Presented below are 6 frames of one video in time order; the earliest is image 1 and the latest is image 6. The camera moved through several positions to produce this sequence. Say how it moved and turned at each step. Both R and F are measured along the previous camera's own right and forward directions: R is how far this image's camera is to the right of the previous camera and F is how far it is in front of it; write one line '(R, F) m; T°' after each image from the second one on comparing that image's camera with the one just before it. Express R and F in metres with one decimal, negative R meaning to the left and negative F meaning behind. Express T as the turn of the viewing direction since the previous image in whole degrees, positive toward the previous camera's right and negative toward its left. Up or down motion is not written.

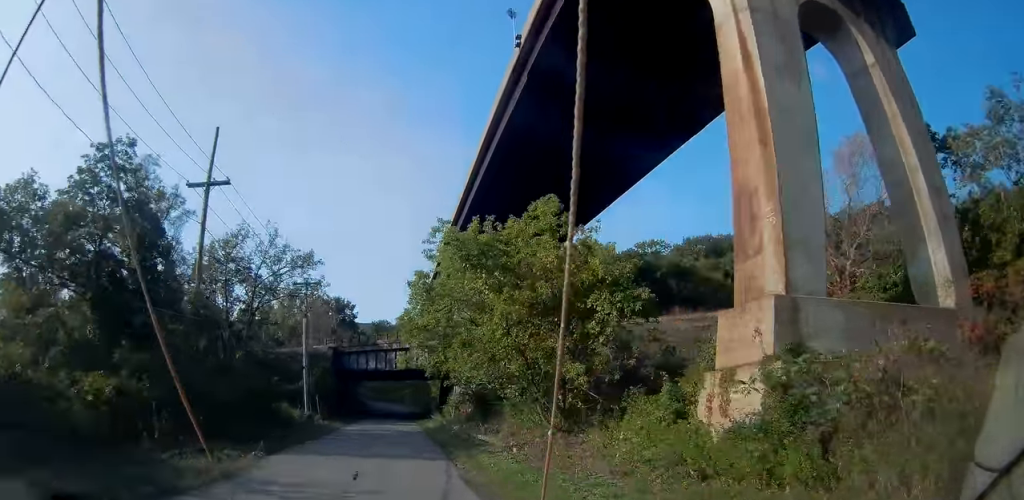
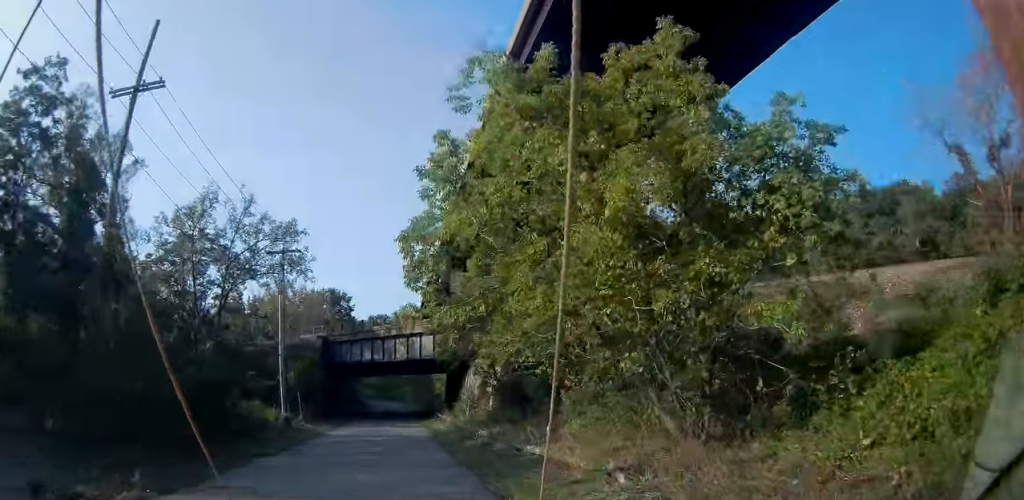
(+0.3, +10.0) m; +1°
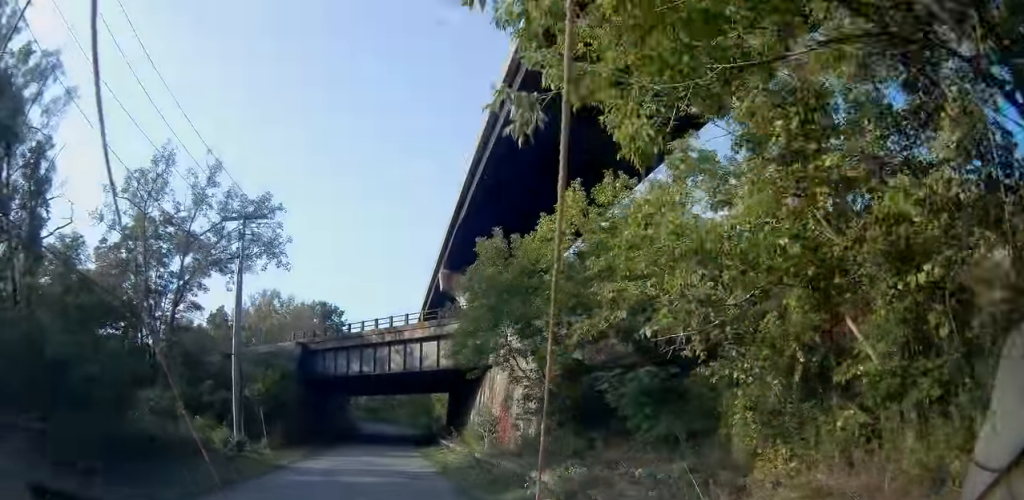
(0.0, +10.2) m; 0°
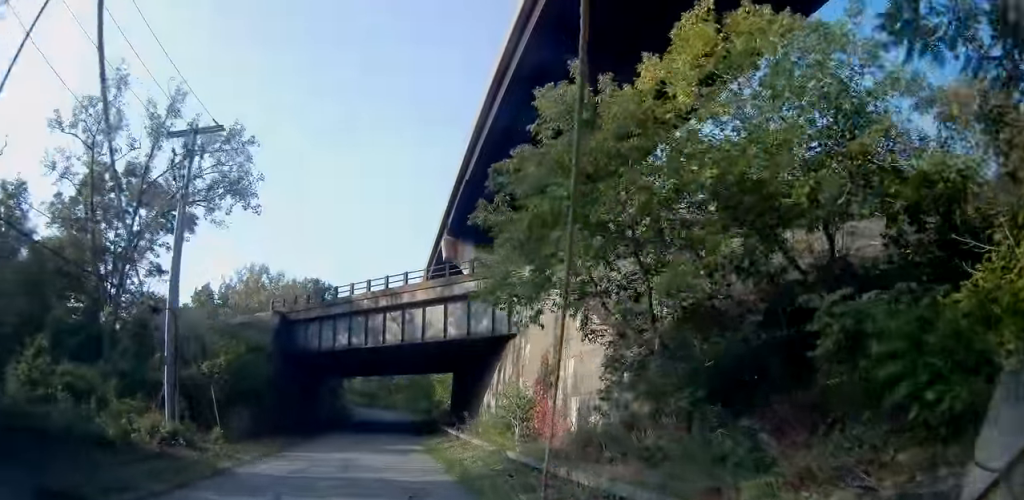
(0.0, +8.2) m; 0°
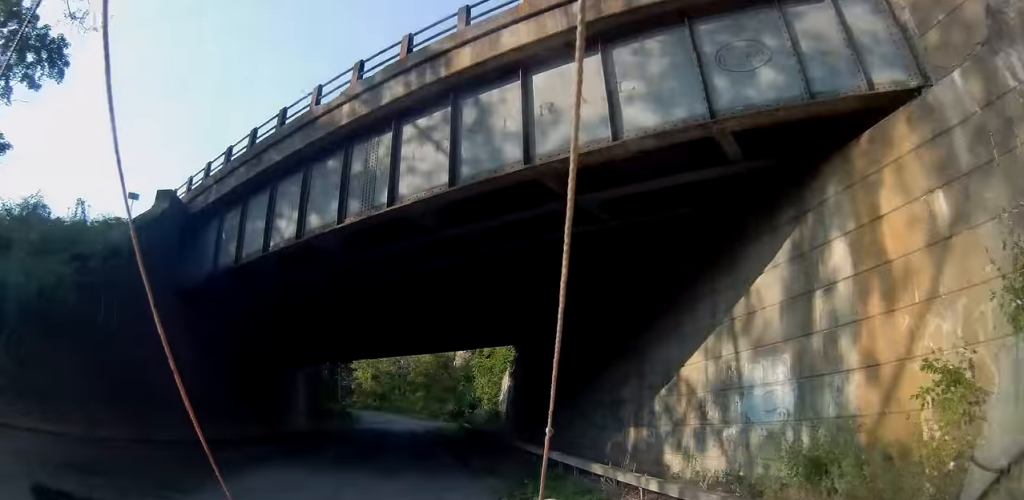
(-0.1, +23.8) m; -2°
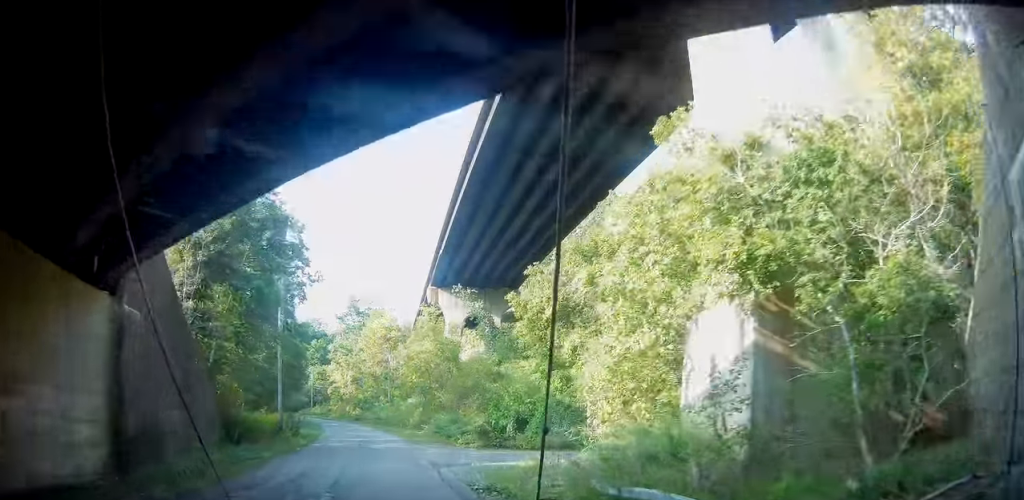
(-0.6, +29.5) m; -1°
